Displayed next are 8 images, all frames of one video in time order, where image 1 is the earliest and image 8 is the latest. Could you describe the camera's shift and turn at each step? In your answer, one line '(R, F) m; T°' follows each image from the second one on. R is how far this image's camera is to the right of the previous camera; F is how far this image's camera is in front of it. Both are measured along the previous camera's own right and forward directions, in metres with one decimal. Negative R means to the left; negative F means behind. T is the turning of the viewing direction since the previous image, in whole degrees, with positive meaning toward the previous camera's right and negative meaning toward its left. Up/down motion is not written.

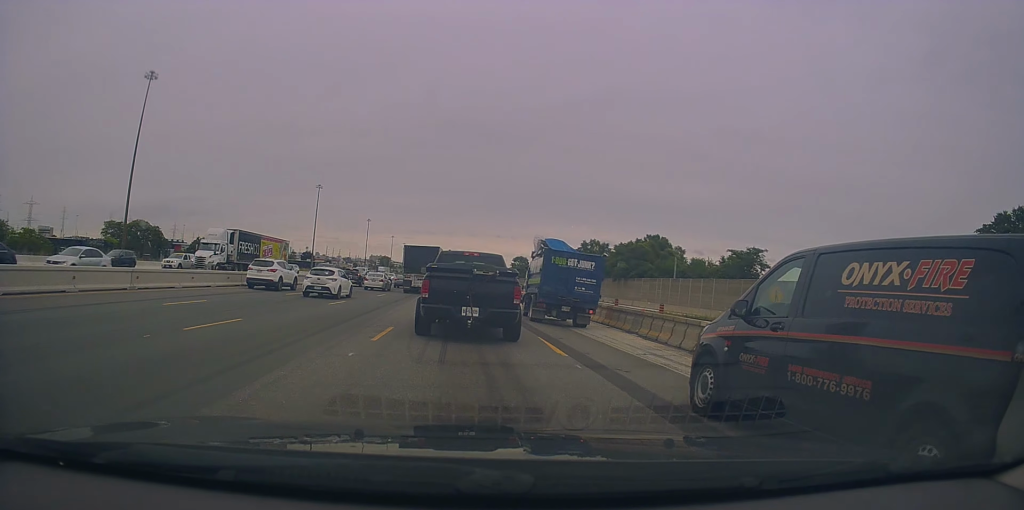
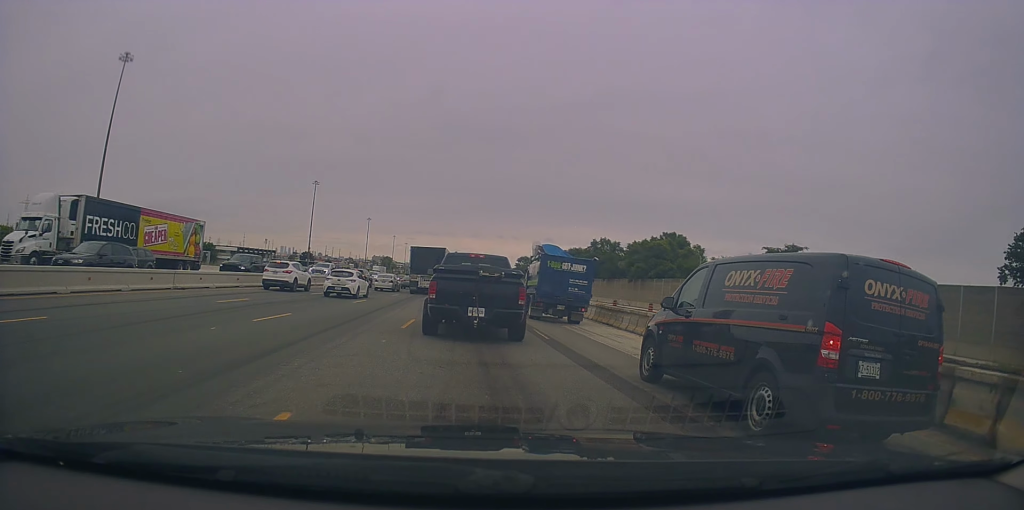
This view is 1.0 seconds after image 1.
(0.0, +8.6) m; +1°
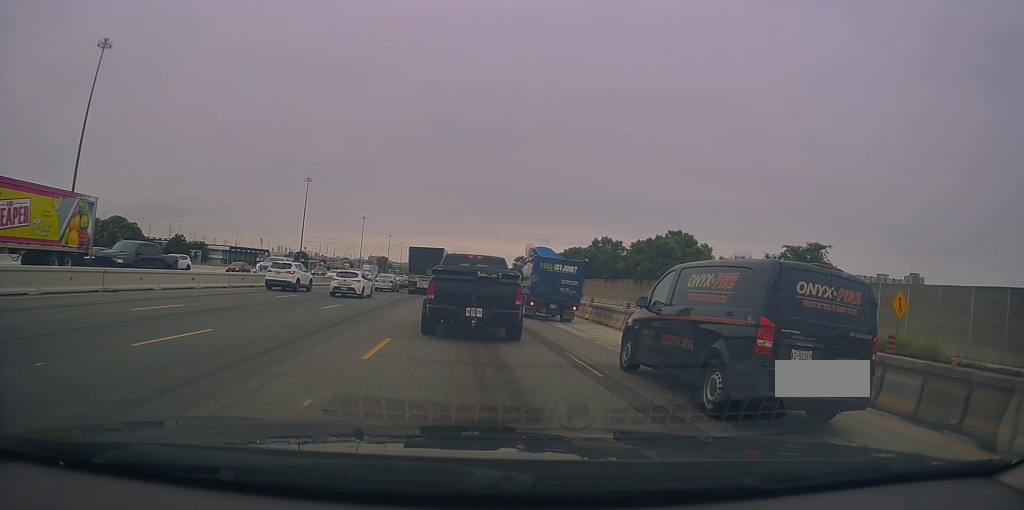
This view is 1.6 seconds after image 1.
(0.0, +5.3) m; +1°
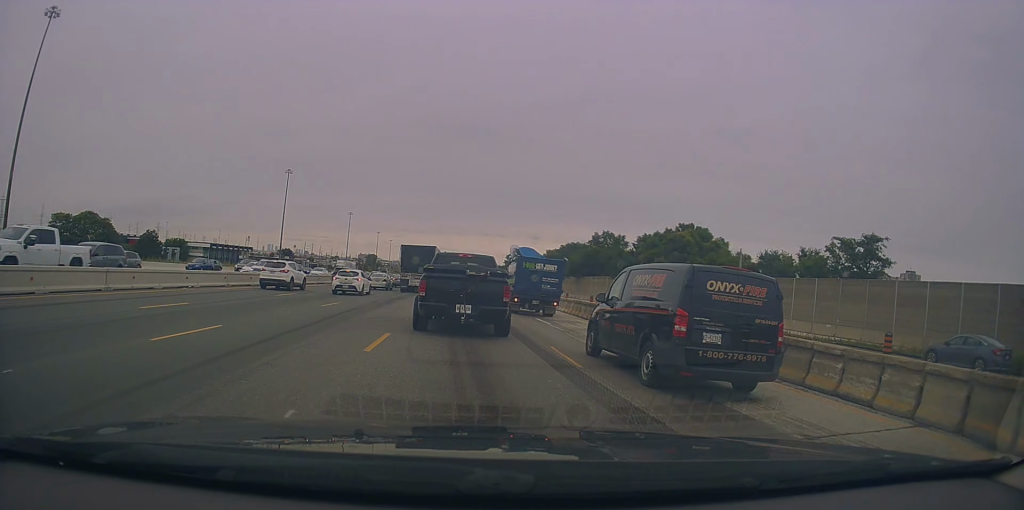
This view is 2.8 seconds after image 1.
(+0.4, +10.8) m; +2°
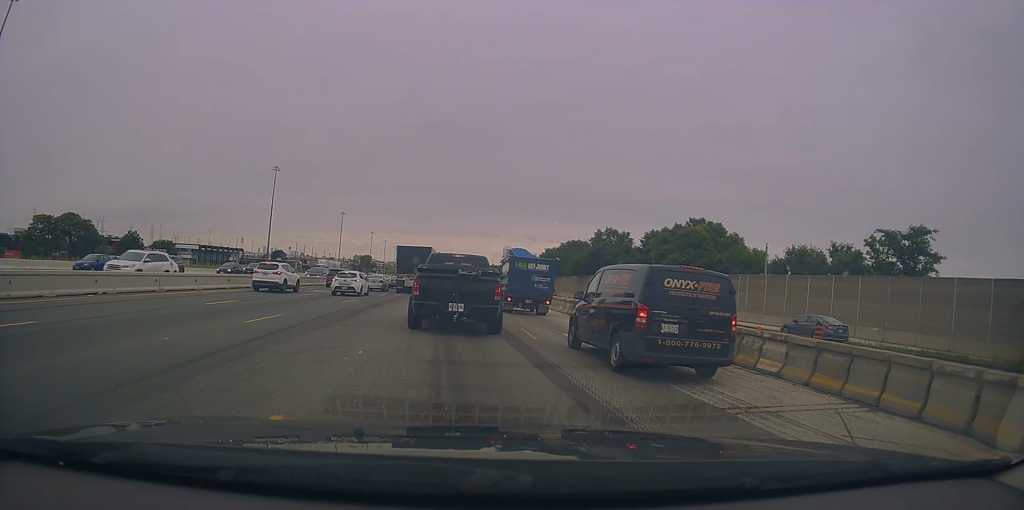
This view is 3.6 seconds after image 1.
(0.0, +7.2) m; 0°
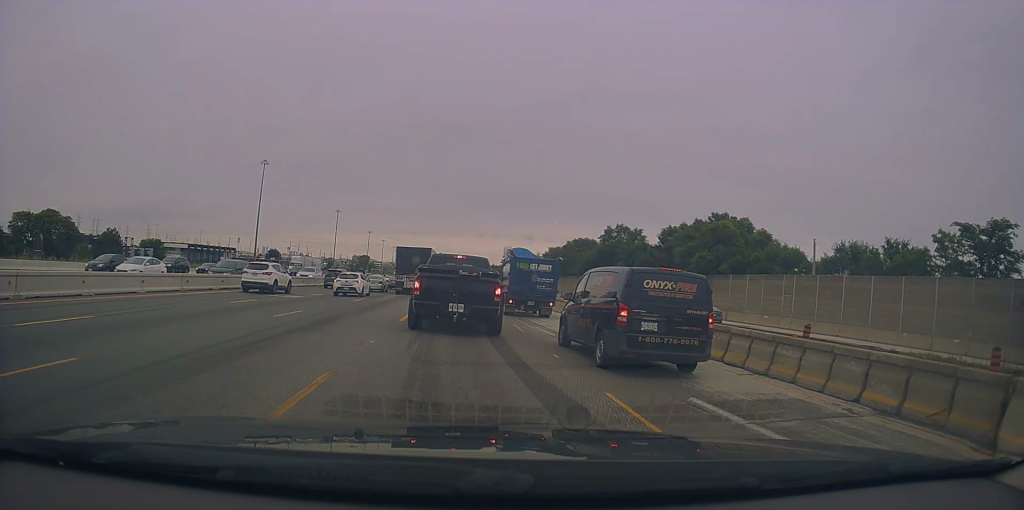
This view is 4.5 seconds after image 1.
(0.0, +9.5) m; 0°
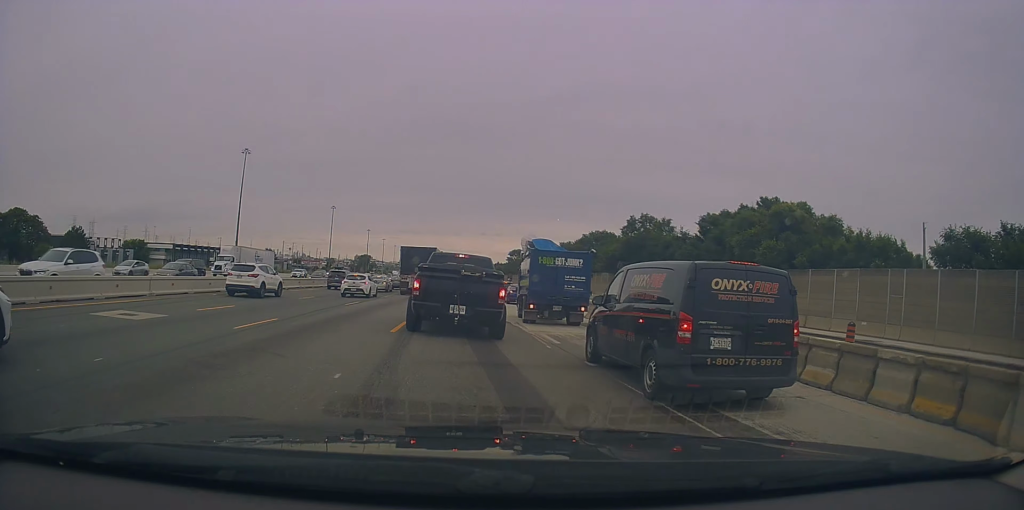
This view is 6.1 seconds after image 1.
(0.0, +15.5) m; 0°
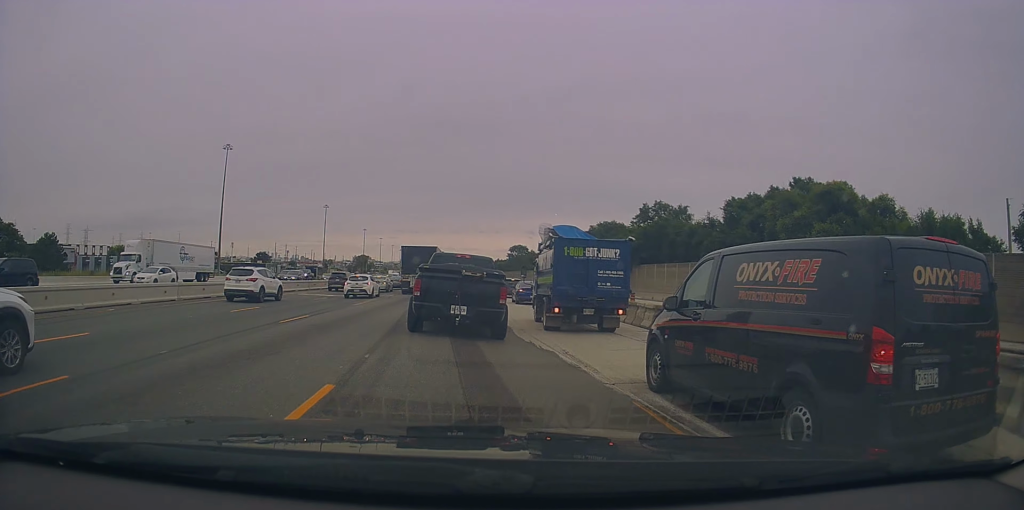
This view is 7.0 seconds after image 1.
(0.0, +9.3) m; -1°
